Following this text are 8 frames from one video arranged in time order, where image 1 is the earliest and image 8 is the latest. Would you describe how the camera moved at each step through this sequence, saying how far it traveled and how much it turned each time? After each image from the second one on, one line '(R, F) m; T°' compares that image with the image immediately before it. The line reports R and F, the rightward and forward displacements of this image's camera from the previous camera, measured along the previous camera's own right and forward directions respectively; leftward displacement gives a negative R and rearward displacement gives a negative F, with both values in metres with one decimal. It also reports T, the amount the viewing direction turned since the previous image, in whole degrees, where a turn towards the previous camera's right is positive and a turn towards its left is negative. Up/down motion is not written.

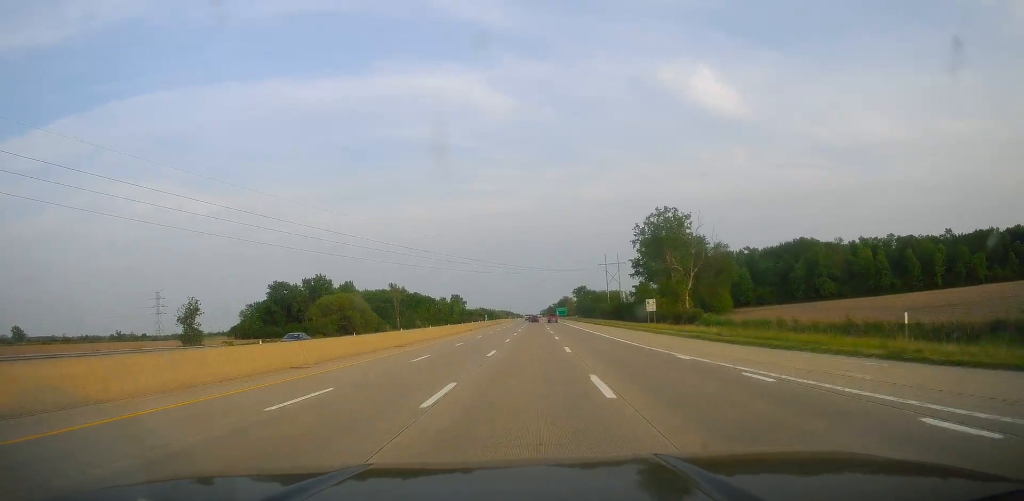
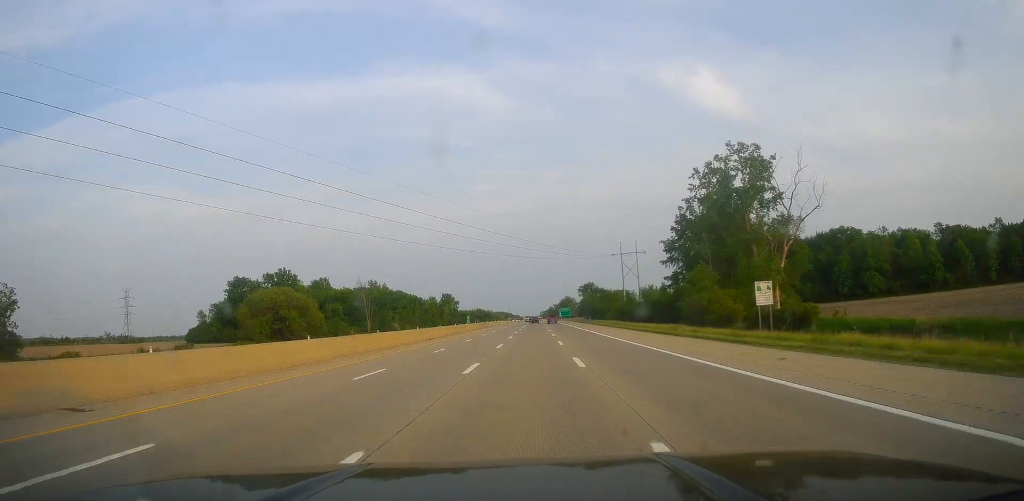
(+0.3, +39.3) m; 0°
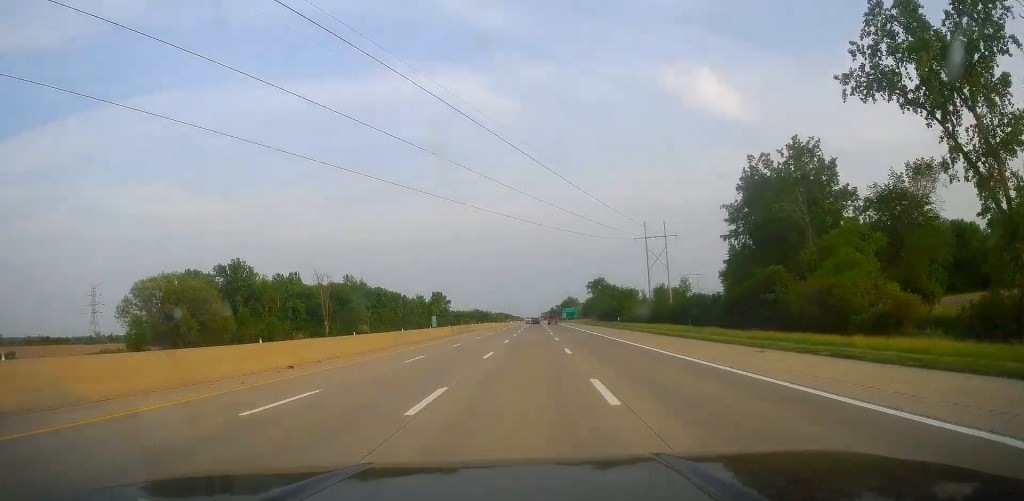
(-0.2, +38.3) m; 0°
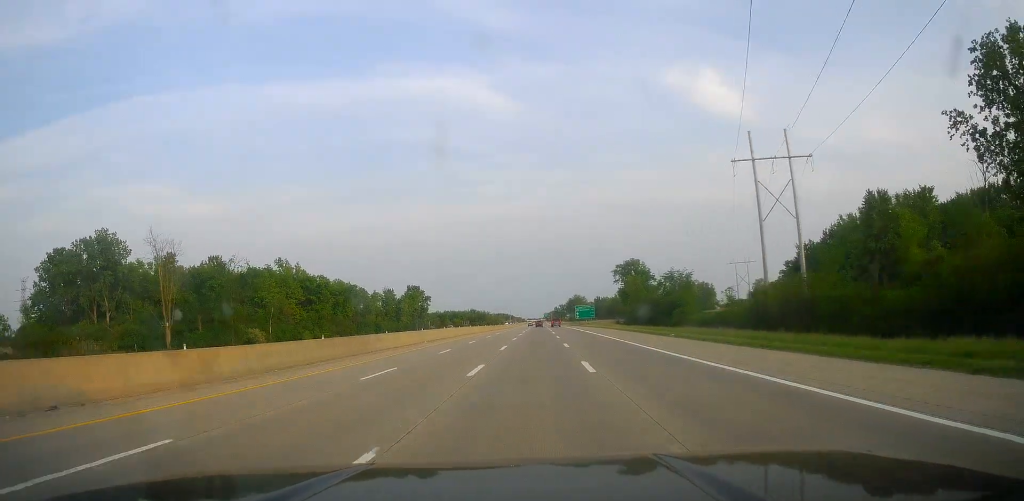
(-0.8, +68.8) m; 0°
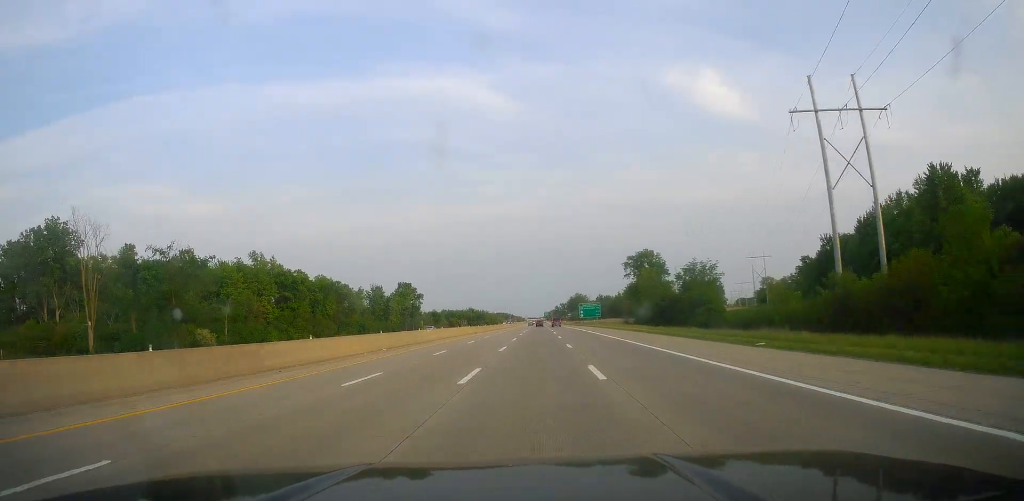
(+0.3, +17.4) m; +1°
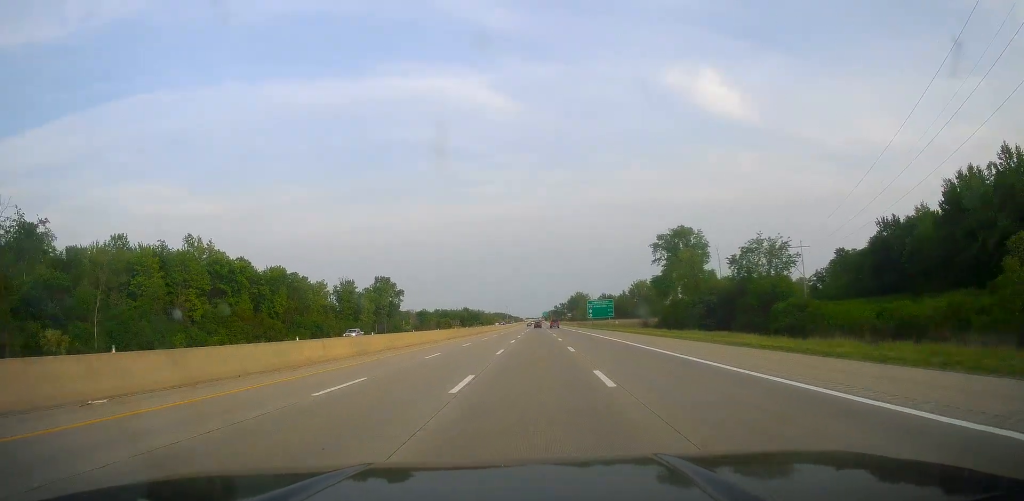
(-0.1, +32.8) m; 0°
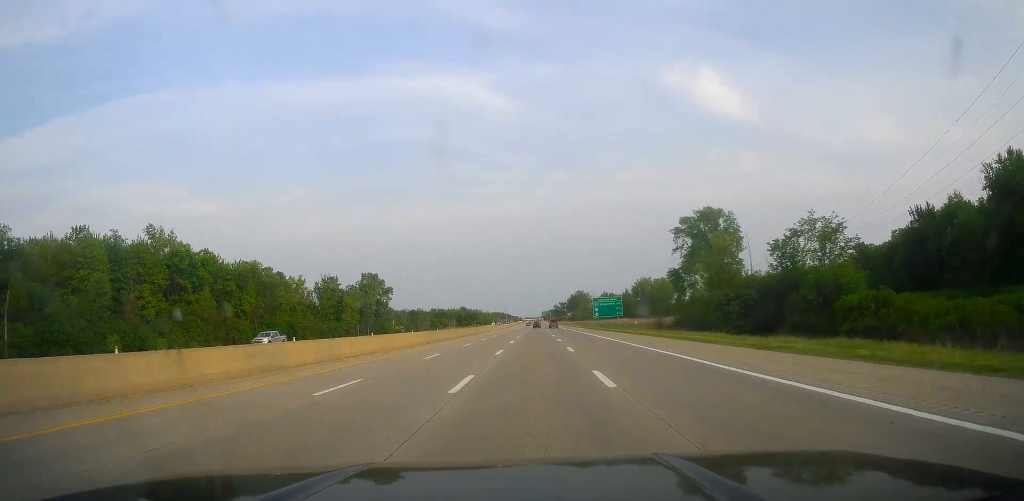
(0.0, +15.3) m; 0°
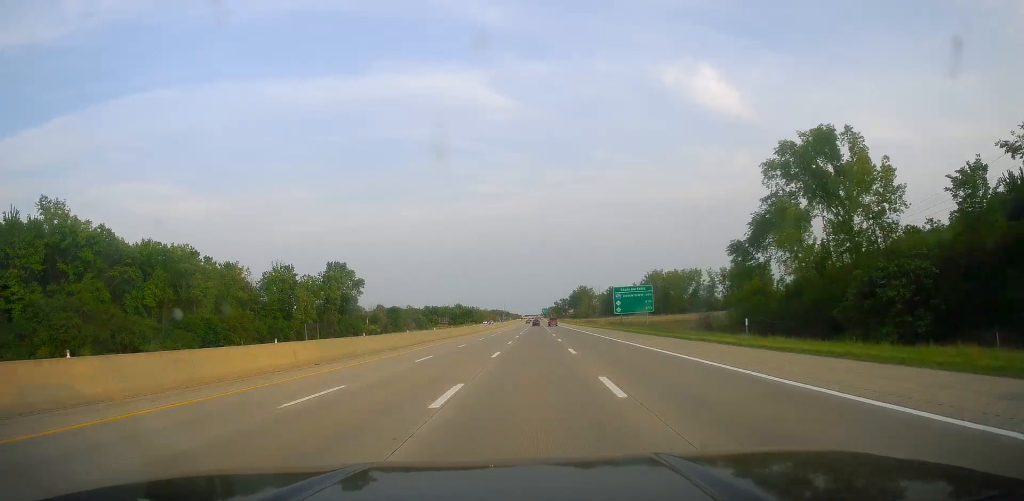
(-0.1, +32.8) m; -1°
